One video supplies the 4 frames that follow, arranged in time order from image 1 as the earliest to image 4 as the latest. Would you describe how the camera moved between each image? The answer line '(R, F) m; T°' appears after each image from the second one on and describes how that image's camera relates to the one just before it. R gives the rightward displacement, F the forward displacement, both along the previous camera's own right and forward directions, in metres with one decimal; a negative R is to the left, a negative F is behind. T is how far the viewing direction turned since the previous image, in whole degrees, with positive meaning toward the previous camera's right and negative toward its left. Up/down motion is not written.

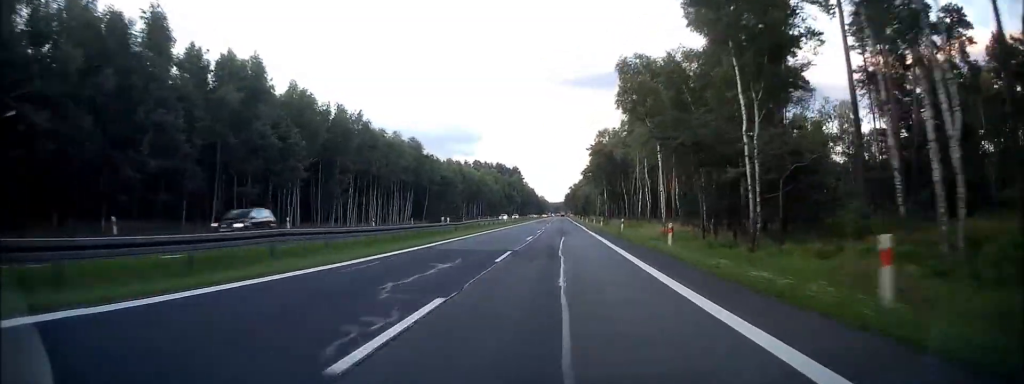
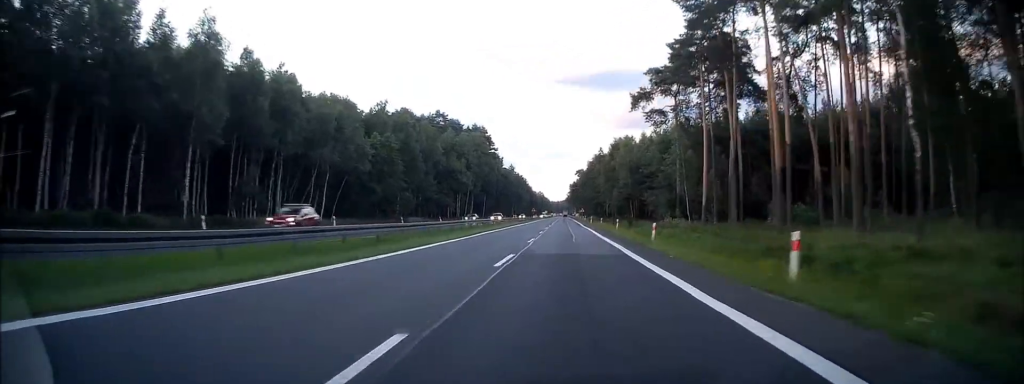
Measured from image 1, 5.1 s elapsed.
(-0.3, +147.1) m; 0°
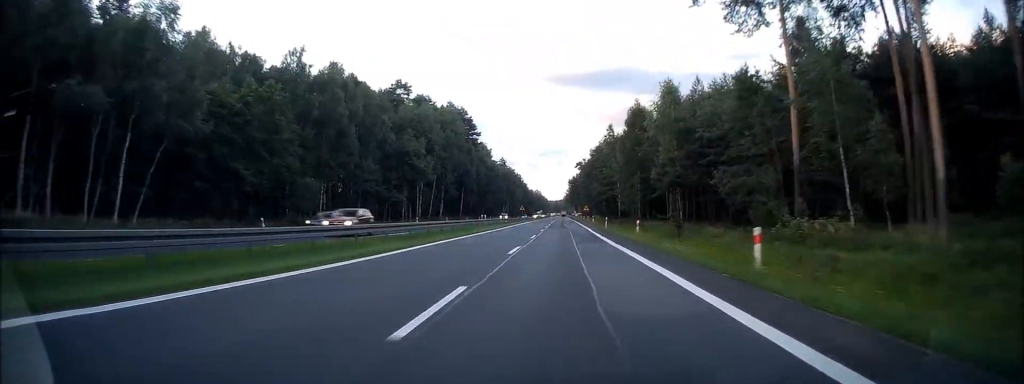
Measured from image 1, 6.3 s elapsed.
(0.0, +34.7) m; 0°
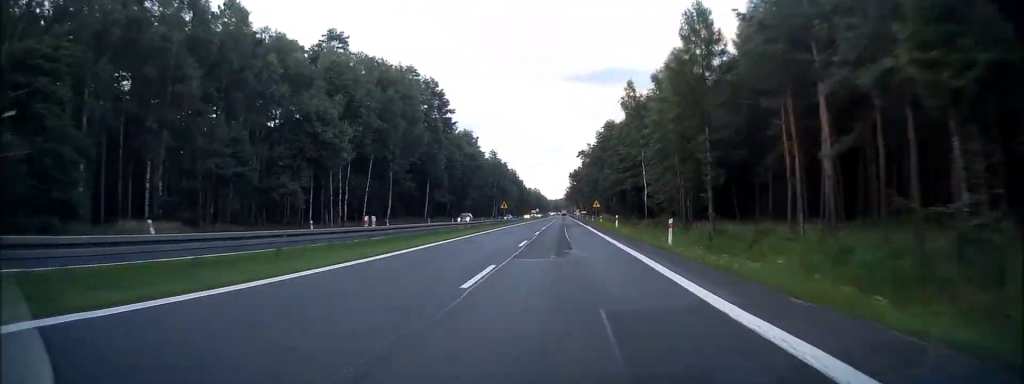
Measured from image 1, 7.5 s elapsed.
(+0.1, +34.4) m; 0°
